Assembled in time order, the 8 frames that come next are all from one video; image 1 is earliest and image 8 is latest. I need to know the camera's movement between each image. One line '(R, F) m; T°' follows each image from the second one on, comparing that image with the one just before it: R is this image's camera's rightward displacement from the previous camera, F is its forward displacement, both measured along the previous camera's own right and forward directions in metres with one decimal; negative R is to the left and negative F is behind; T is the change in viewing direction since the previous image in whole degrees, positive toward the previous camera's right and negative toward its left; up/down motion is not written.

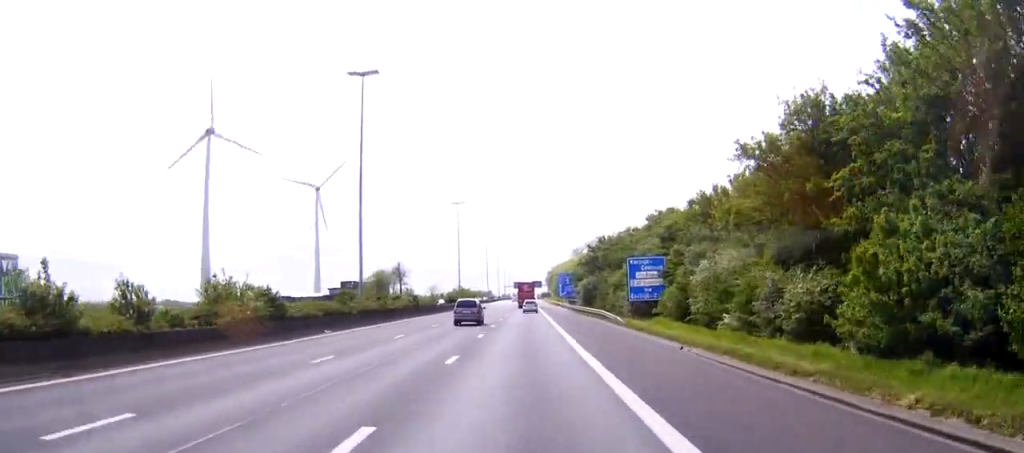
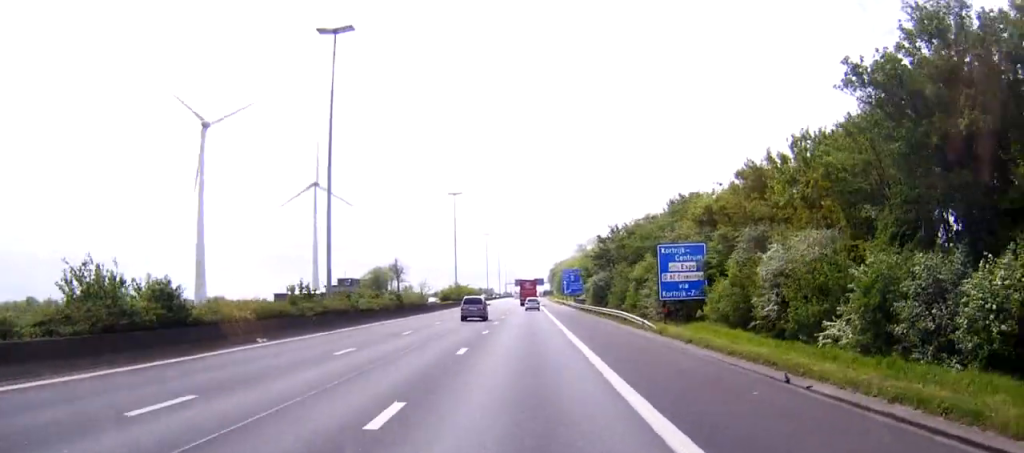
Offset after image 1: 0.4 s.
(0.0, +10.3) m; 0°
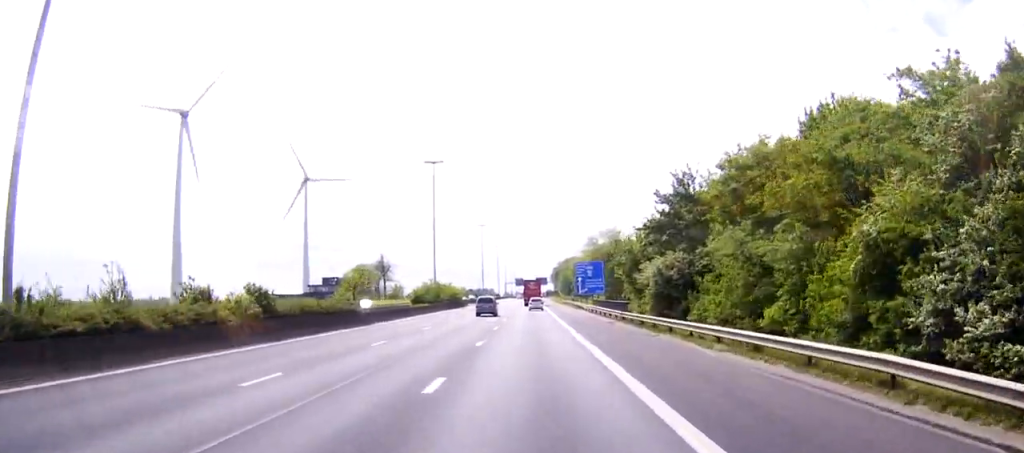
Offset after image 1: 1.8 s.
(0.0, +33.4) m; 0°
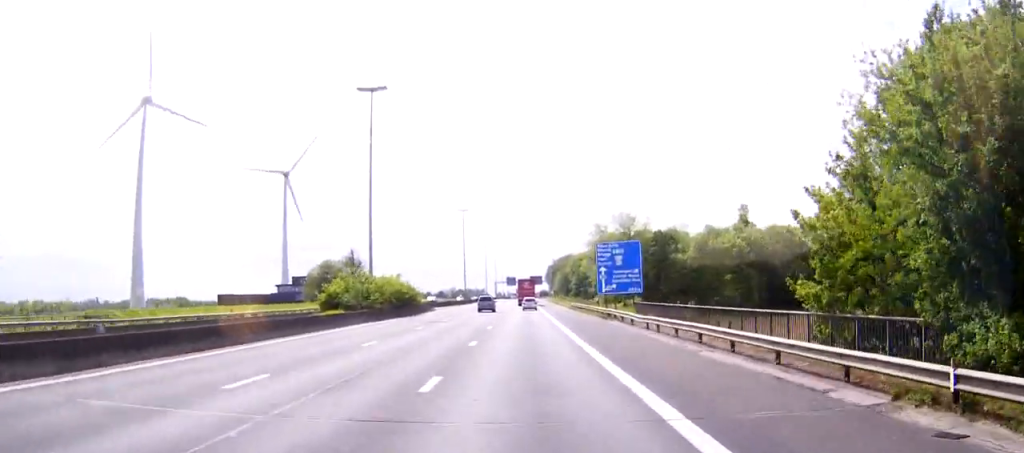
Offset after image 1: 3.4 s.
(0.0, +38.2) m; 0°
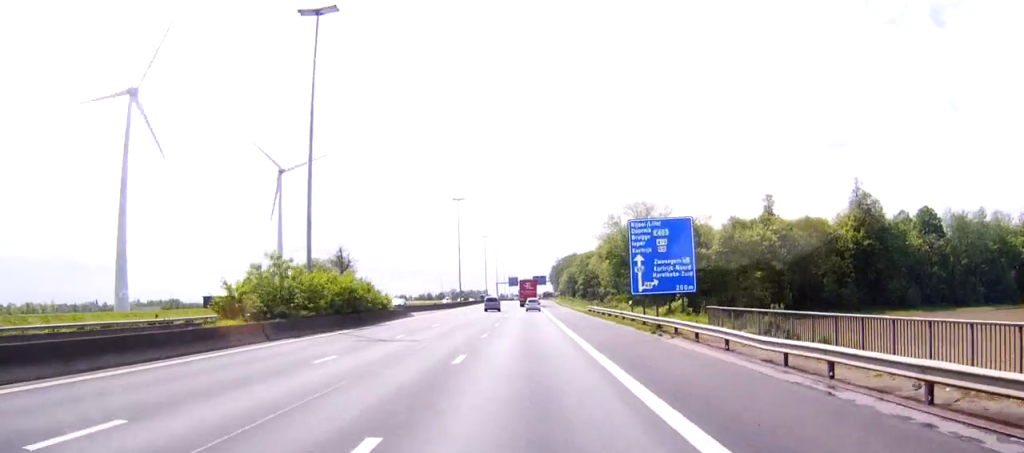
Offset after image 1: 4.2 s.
(0.0, +19.1) m; 0°
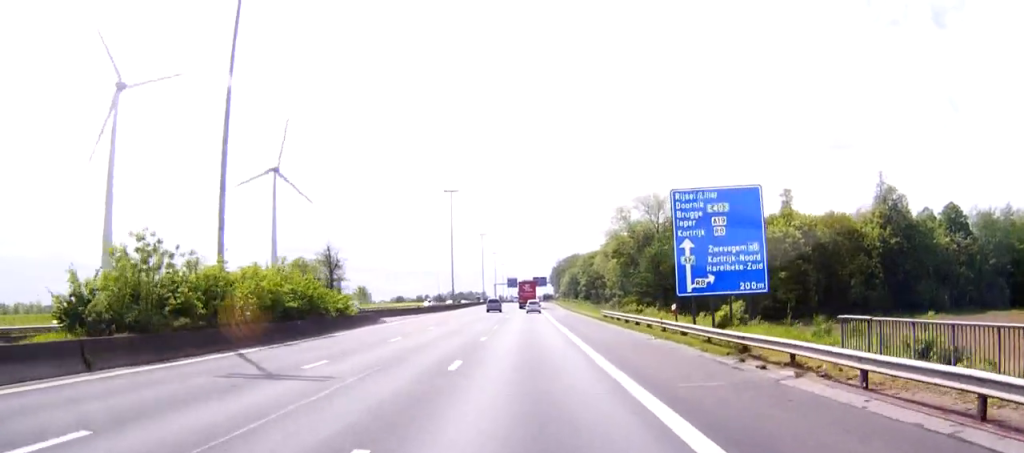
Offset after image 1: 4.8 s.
(0.0, +13.5) m; 0°
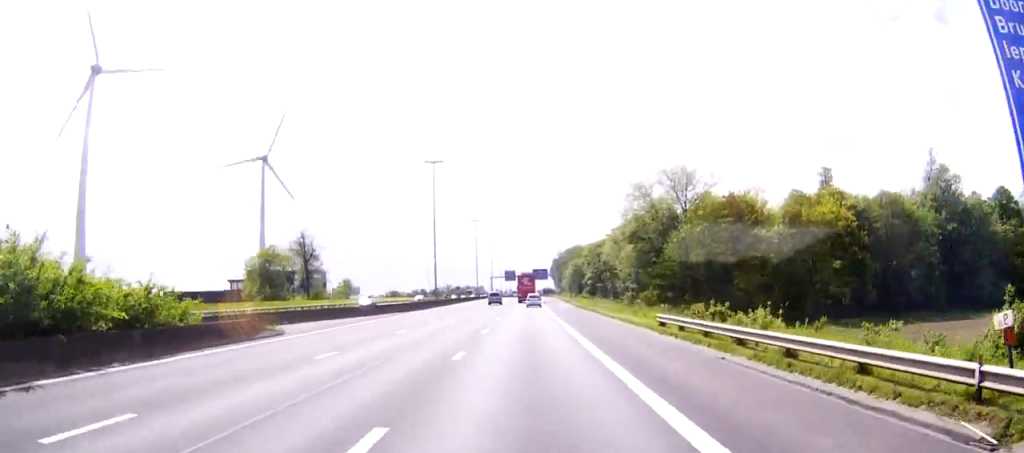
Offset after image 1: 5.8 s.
(0.0, +23.9) m; 0°
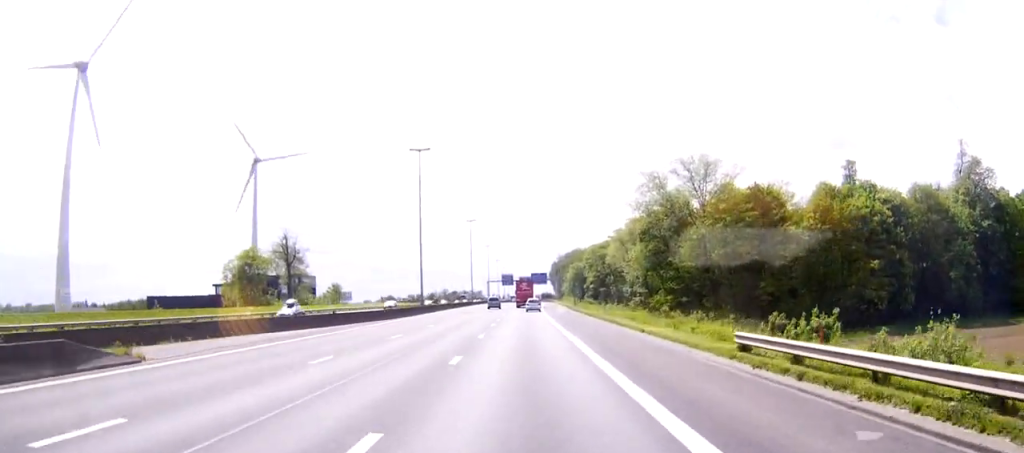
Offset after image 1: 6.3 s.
(0.0, +12.8) m; 0°
